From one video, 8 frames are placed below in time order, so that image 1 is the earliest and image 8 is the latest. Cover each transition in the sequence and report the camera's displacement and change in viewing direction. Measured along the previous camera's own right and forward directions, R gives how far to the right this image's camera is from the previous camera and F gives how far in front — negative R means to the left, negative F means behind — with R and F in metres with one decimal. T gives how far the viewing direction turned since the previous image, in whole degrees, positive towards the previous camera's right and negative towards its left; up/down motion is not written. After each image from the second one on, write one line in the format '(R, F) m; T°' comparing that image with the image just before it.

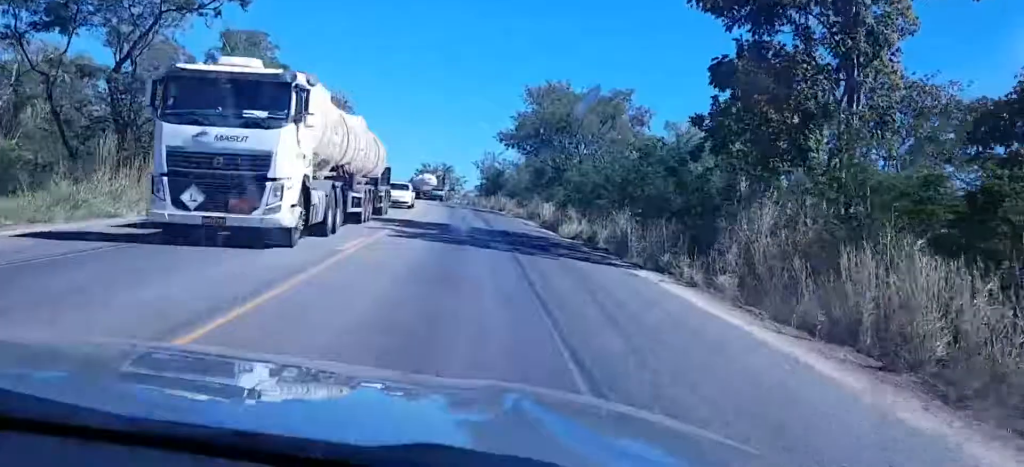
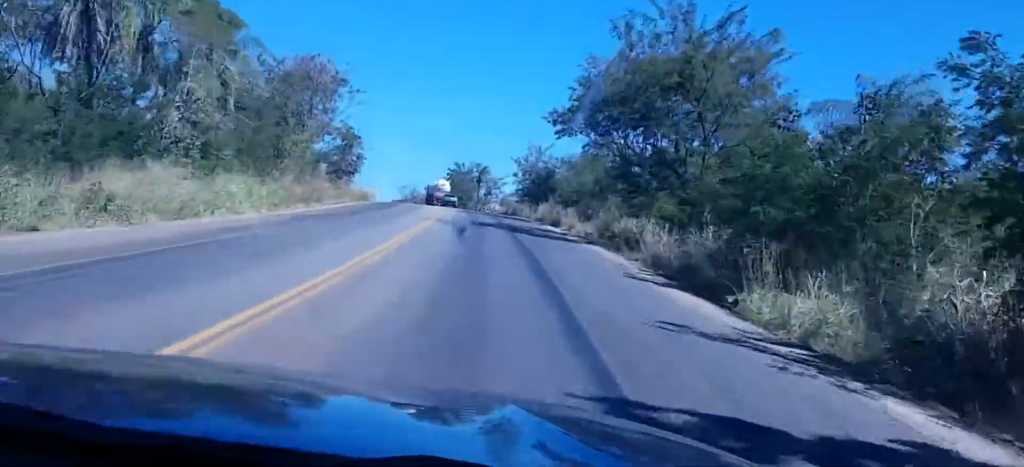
(-0.7, +29.6) m; -1°
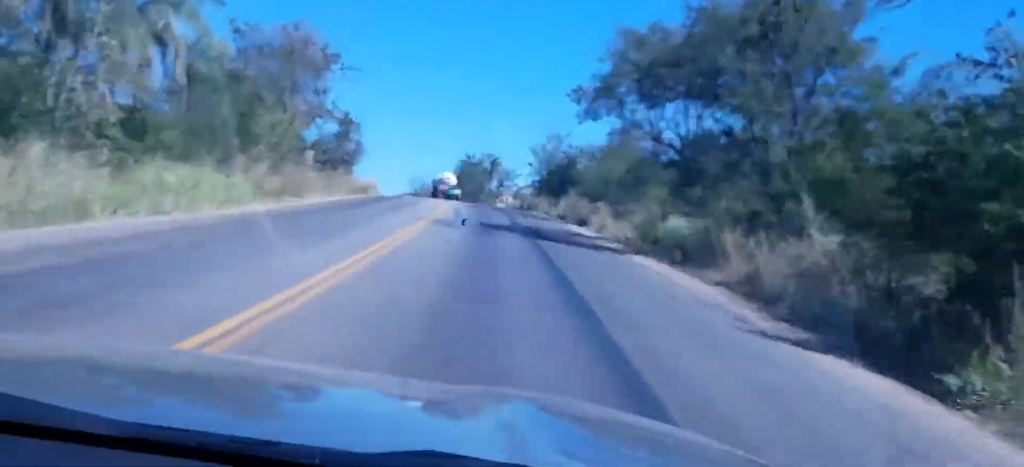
(0.0, +9.4) m; -1°
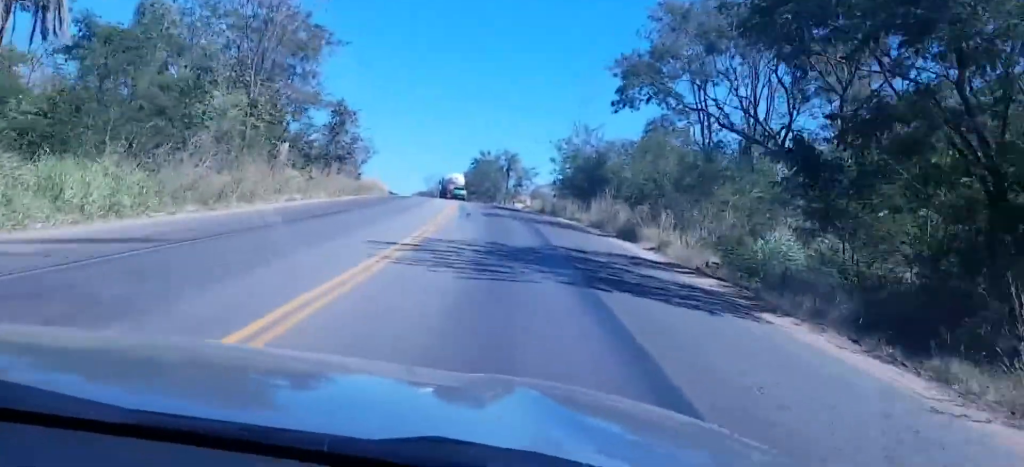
(0.0, +13.3) m; -1°
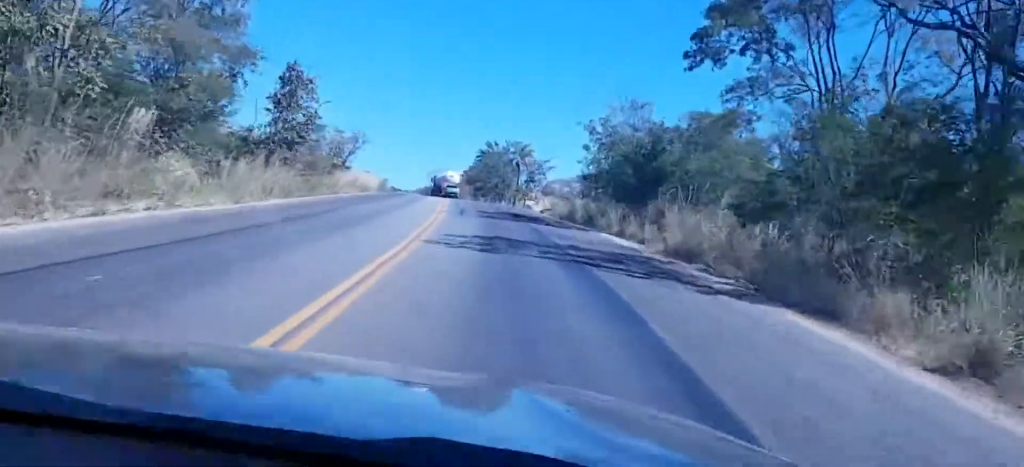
(-0.4, +22.3) m; -1°
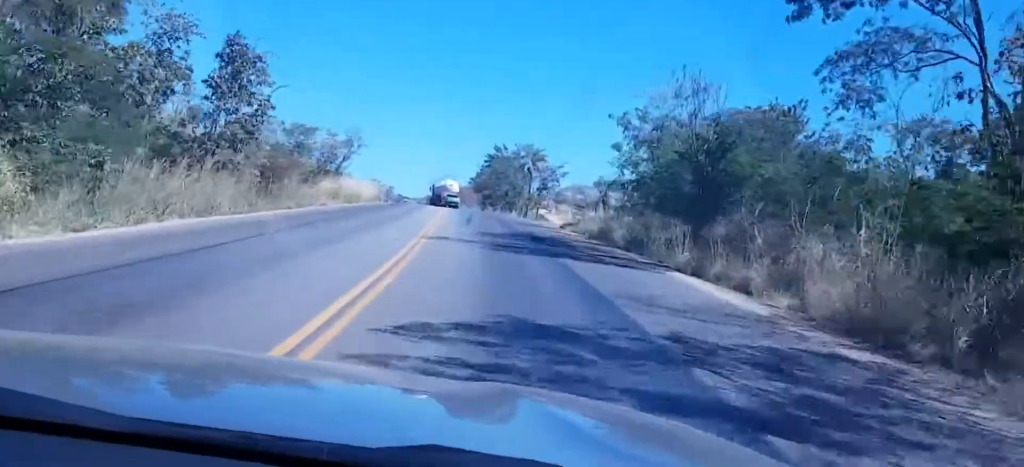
(+0.1, +13.6) m; 0°
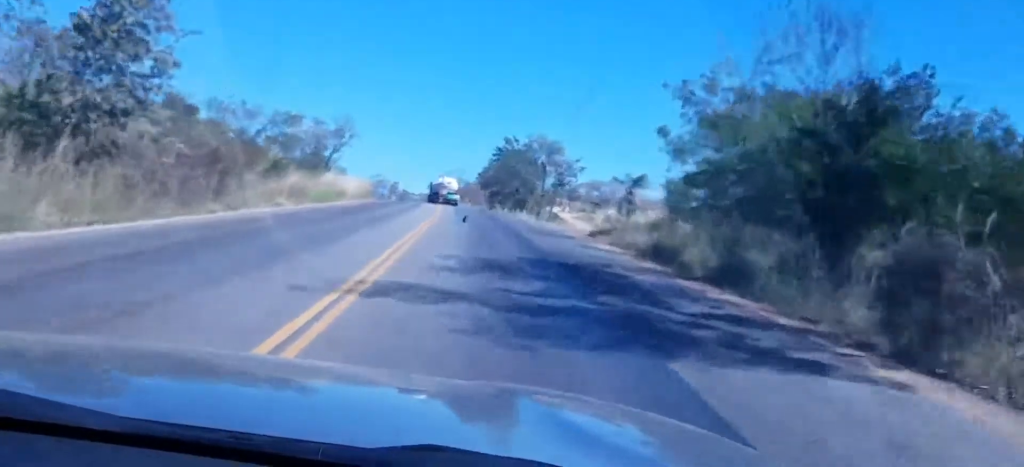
(-0.2, +14.0) m; -1°
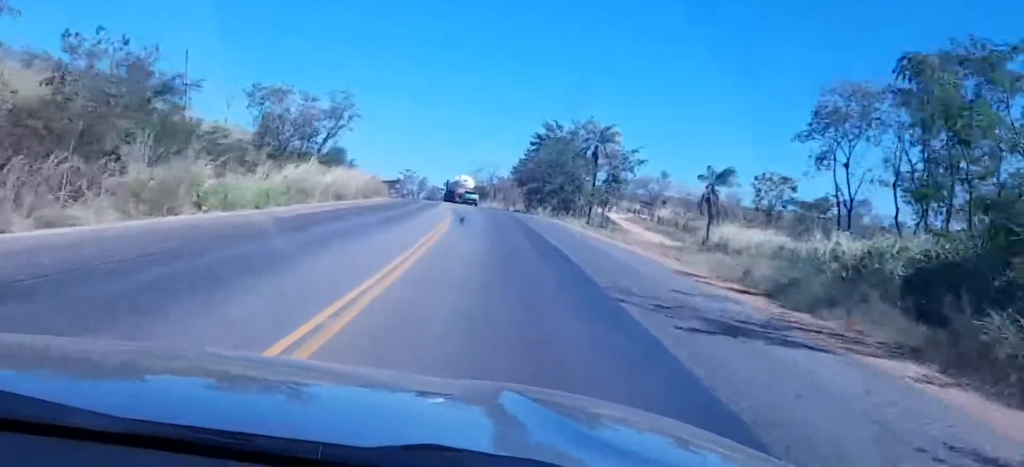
(-0.6, +26.3) m; -3°
